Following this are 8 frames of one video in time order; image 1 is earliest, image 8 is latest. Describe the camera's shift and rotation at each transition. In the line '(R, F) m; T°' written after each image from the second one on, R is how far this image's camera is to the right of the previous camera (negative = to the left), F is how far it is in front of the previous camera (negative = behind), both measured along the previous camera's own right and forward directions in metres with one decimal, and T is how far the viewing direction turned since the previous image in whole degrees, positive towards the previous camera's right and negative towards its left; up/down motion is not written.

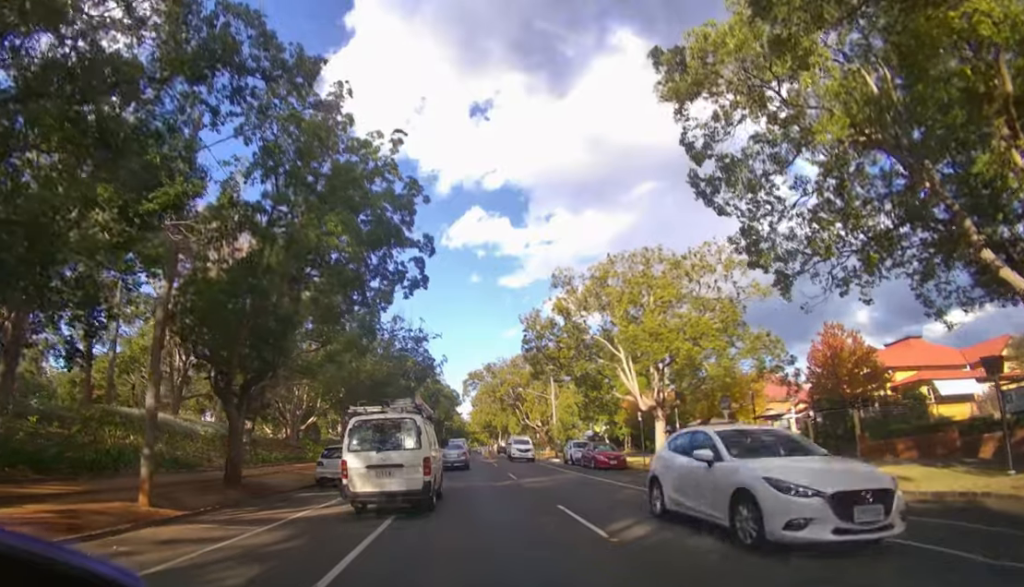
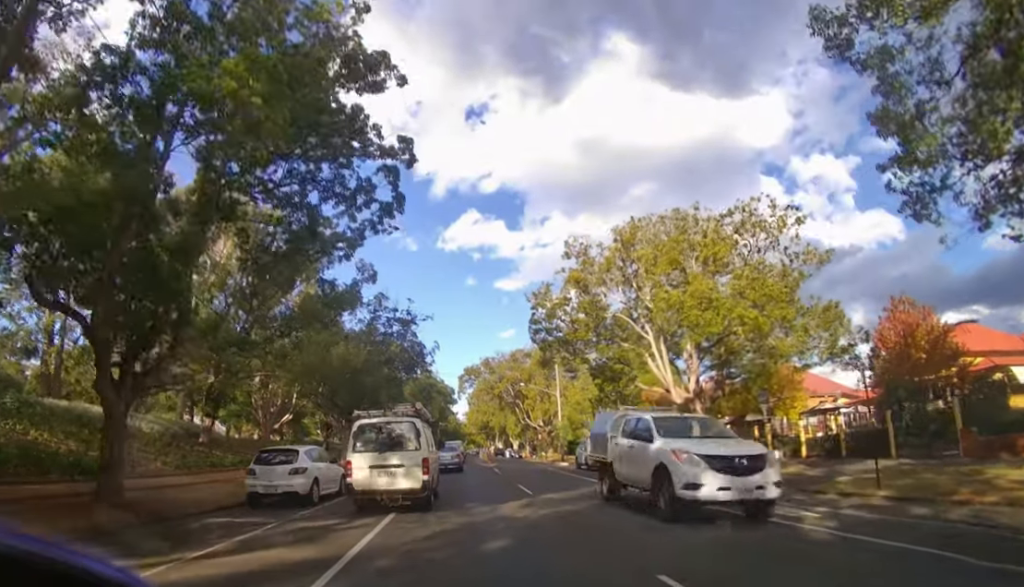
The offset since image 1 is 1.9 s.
(-0.1, +5.1) m; -1°
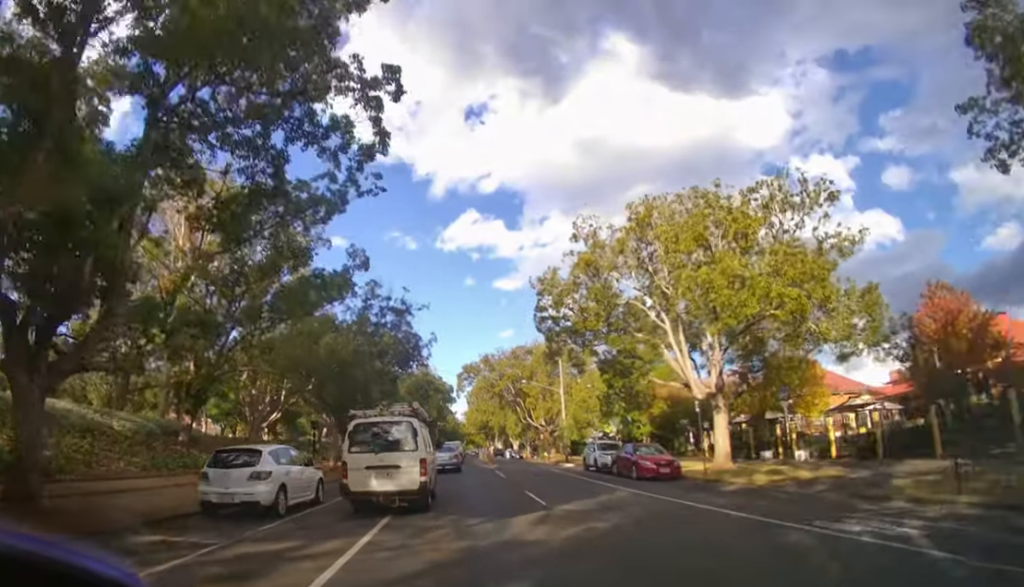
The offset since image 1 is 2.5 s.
(0.0, +2.0) m; +1°
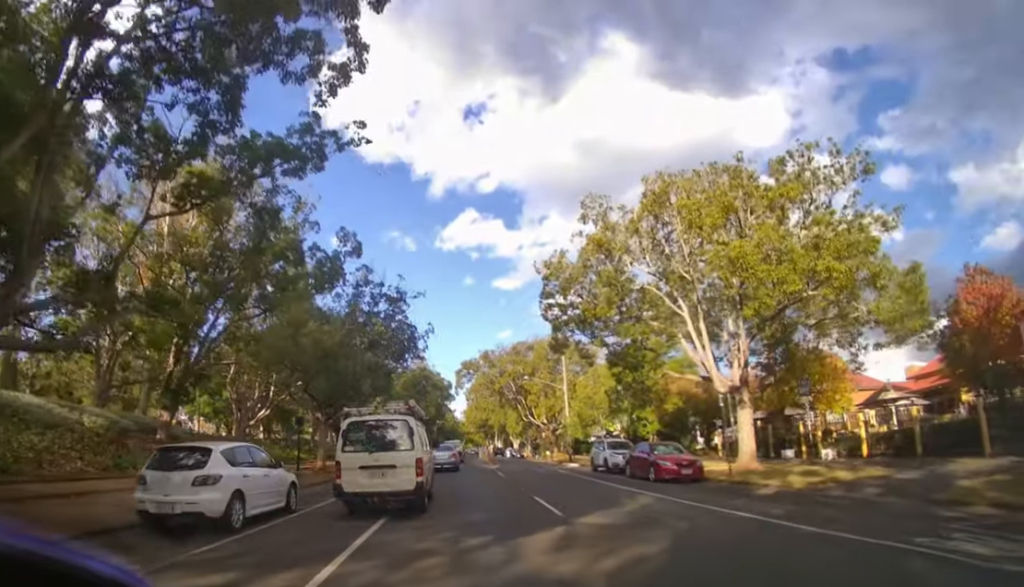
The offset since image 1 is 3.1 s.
(0.0, +2.1) m; +1°
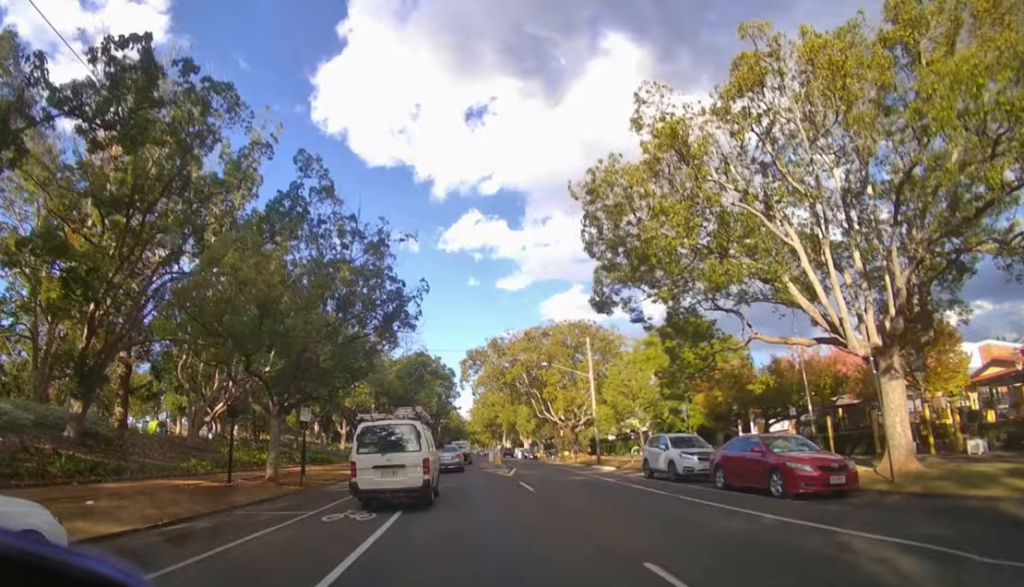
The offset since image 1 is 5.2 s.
(0.0, +8.0) m; -3°
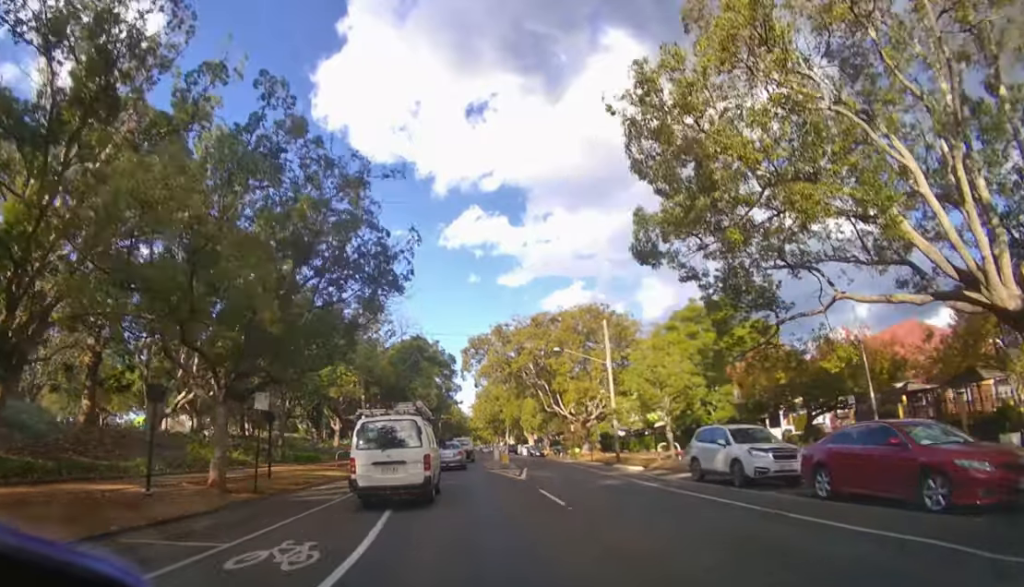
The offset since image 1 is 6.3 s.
(-0.2, +4.4) m; -1°
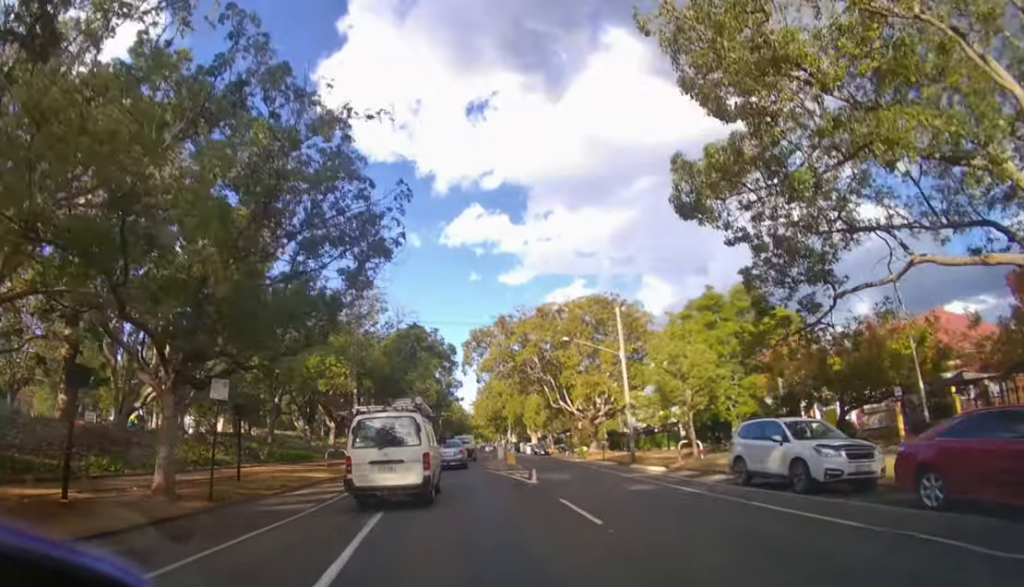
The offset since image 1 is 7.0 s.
(0.0, +2.6) m; +2°
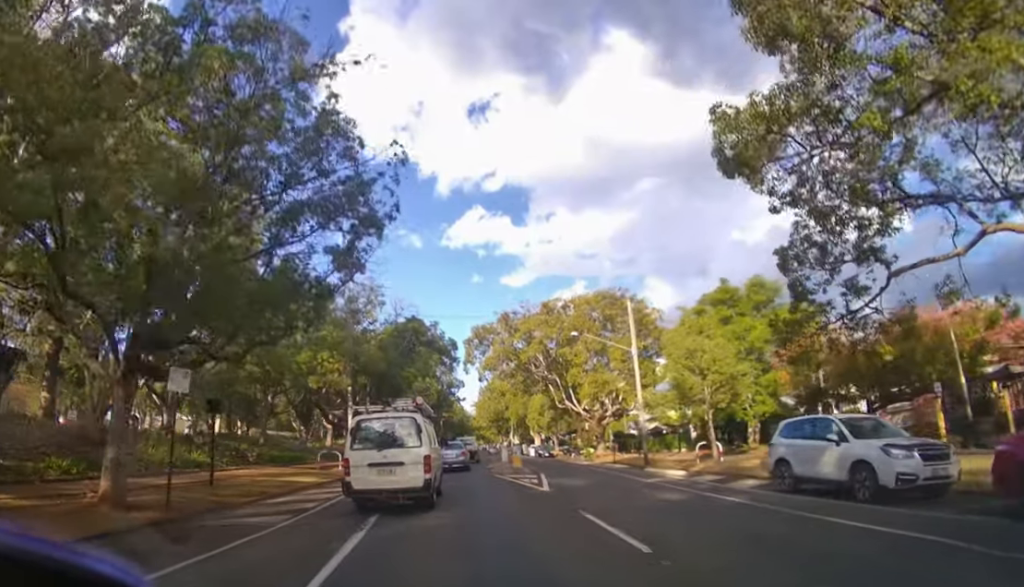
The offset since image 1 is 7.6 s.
(0.0, +2.1) m; +2°
